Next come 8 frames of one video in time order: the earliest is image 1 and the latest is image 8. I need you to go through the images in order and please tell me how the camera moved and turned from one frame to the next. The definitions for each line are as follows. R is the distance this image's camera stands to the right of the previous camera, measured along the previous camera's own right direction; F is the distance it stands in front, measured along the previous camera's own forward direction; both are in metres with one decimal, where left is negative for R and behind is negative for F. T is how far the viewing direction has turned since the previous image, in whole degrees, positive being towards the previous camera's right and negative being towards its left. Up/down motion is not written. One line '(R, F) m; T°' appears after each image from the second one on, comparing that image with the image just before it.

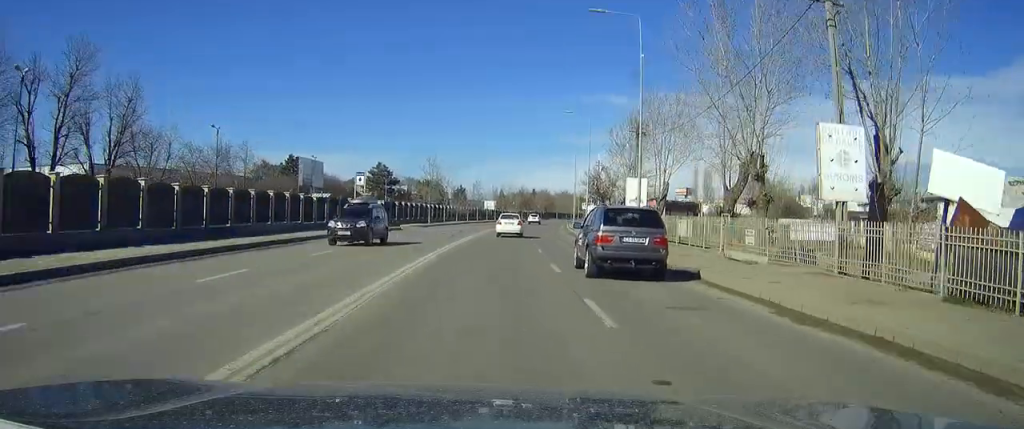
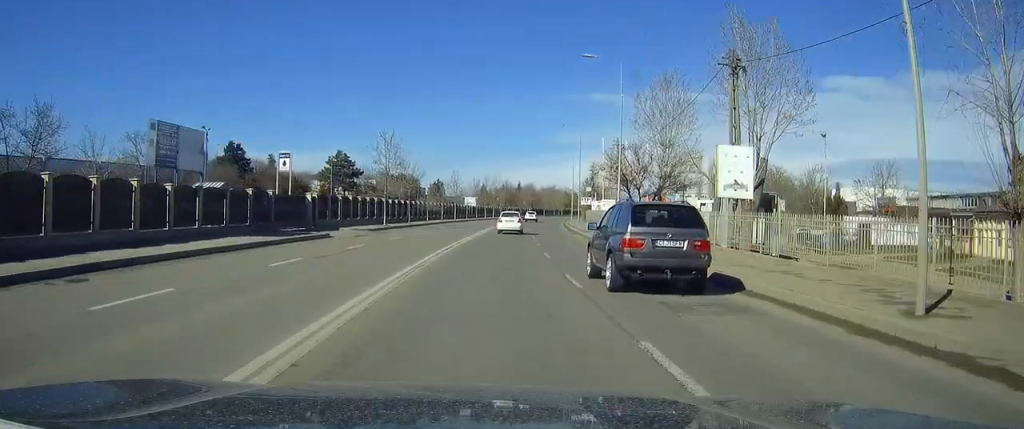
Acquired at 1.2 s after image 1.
(+0.3, +22.0) m; +1°
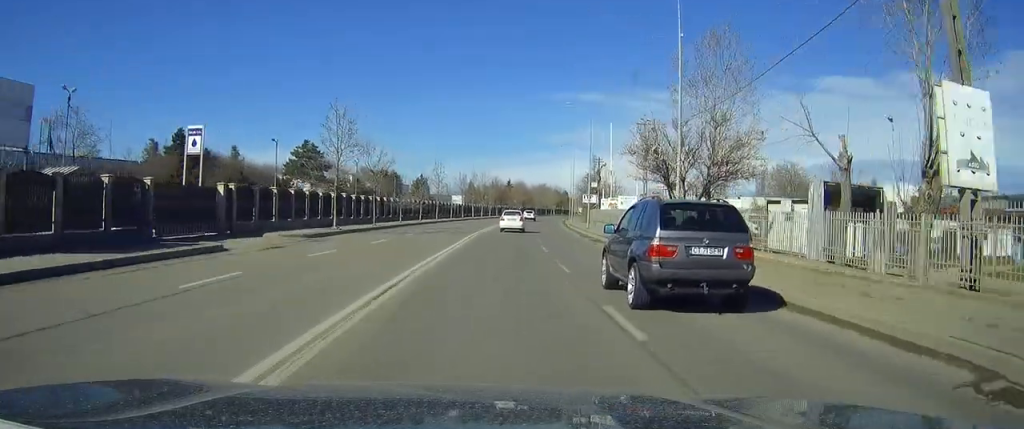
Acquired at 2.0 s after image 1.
(0.0, +14.7) m; +1°
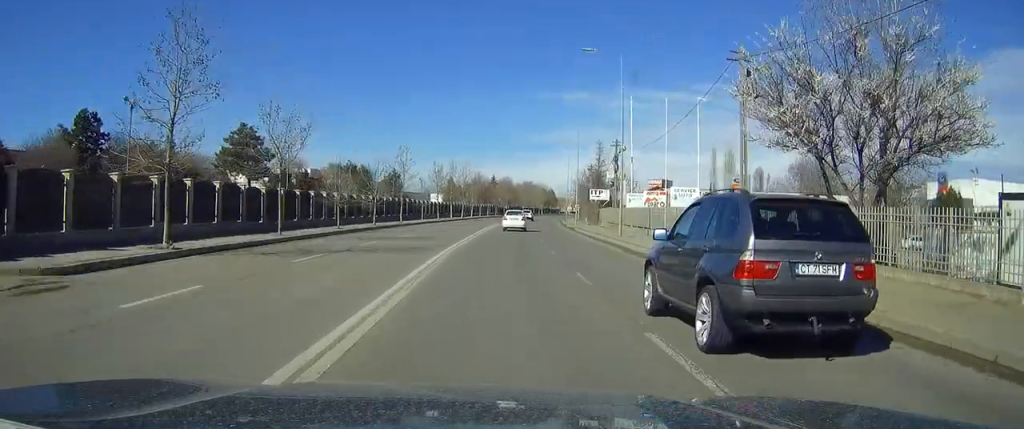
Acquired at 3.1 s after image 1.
(+0.4, +20.7) m; +2°
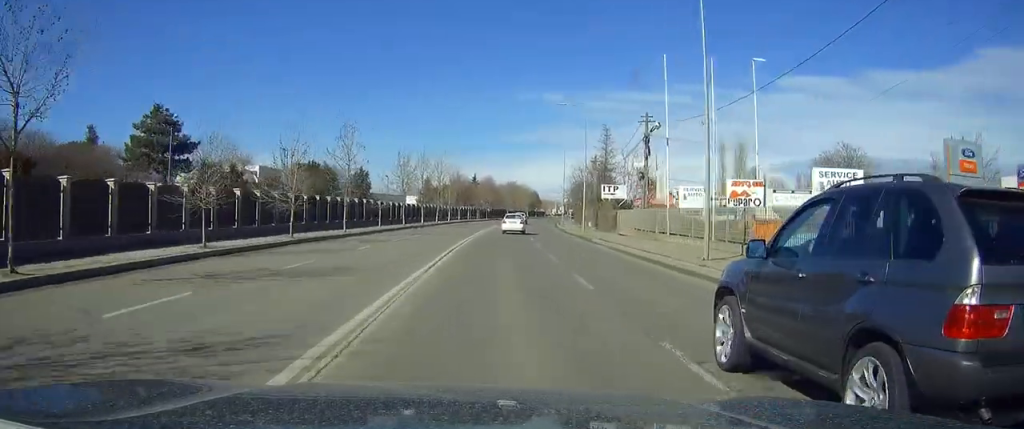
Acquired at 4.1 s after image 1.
(+0.2, +18.5) m; +2°
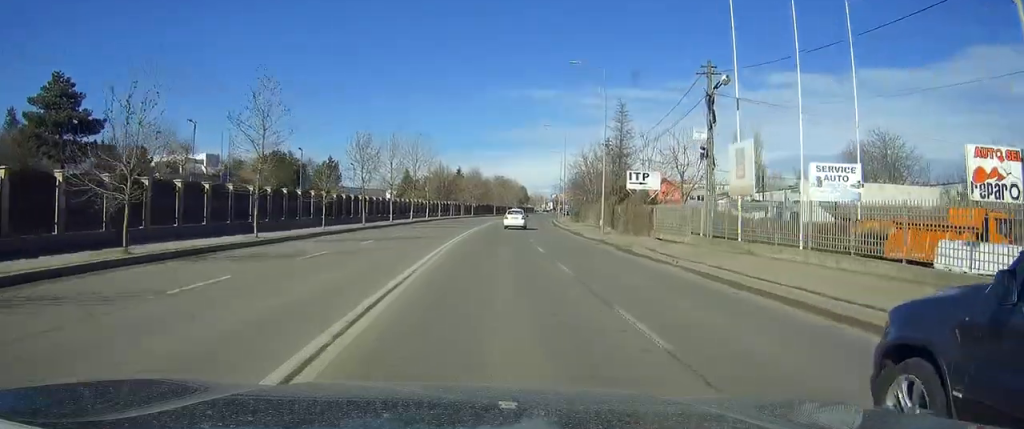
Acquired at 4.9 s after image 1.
(+0.2, +15.5) m; +1°
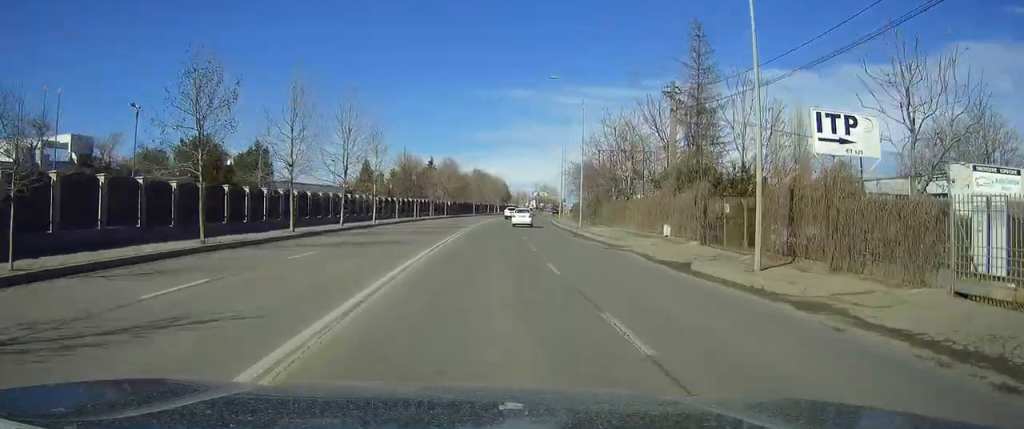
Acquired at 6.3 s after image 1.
(+0.4, +27.5) m; +1°
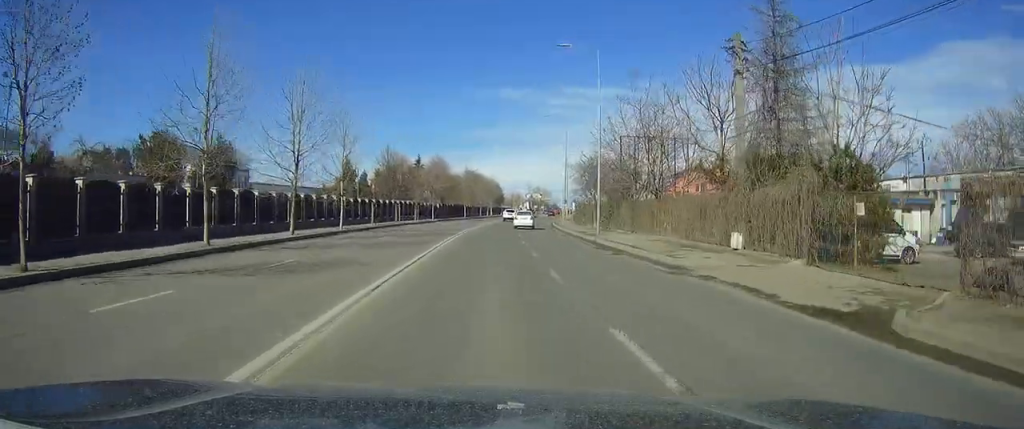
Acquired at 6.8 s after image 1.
(0.0, +9.9) m; 0°
